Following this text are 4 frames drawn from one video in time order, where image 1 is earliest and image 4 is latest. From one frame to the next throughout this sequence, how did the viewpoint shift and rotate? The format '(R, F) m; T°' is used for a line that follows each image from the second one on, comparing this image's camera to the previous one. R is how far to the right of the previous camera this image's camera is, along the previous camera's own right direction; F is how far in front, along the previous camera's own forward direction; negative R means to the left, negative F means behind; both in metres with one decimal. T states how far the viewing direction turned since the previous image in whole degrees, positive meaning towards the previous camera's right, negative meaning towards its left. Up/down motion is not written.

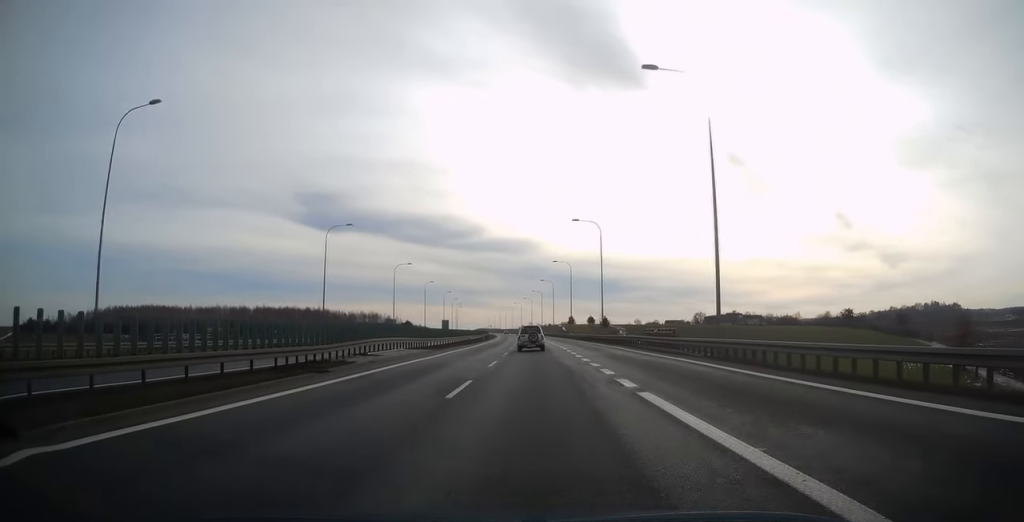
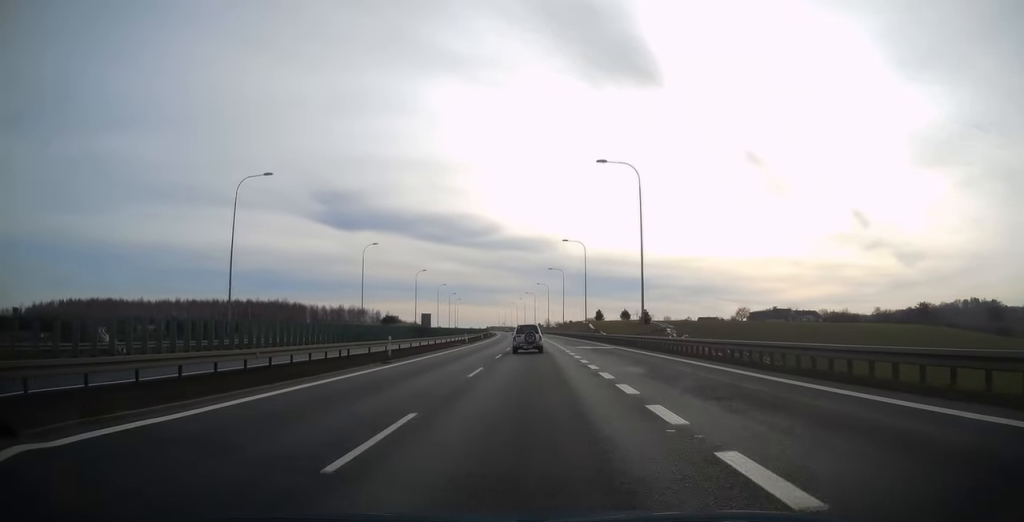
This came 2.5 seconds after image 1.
(-0.9, +66.1) m; -1°
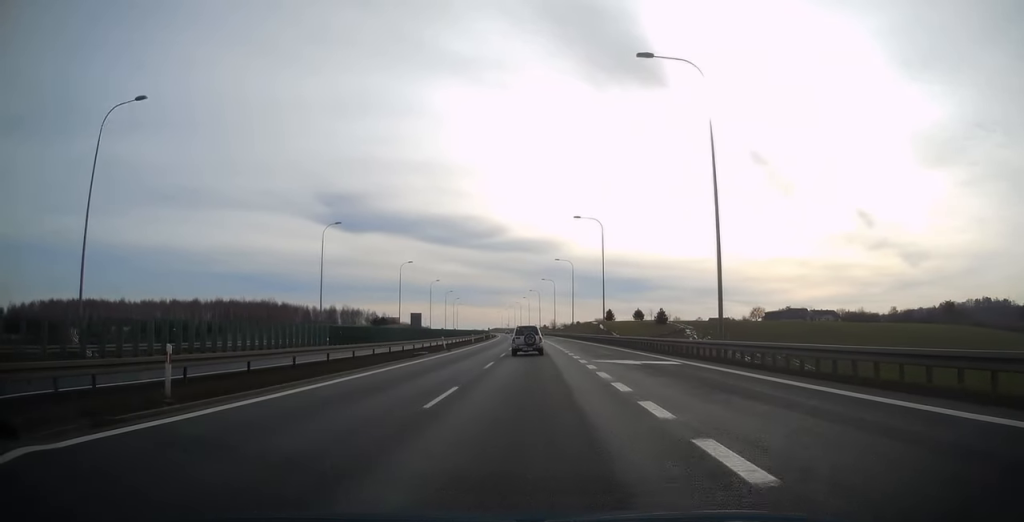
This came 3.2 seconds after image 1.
(0.0, +19.2) m; 0°
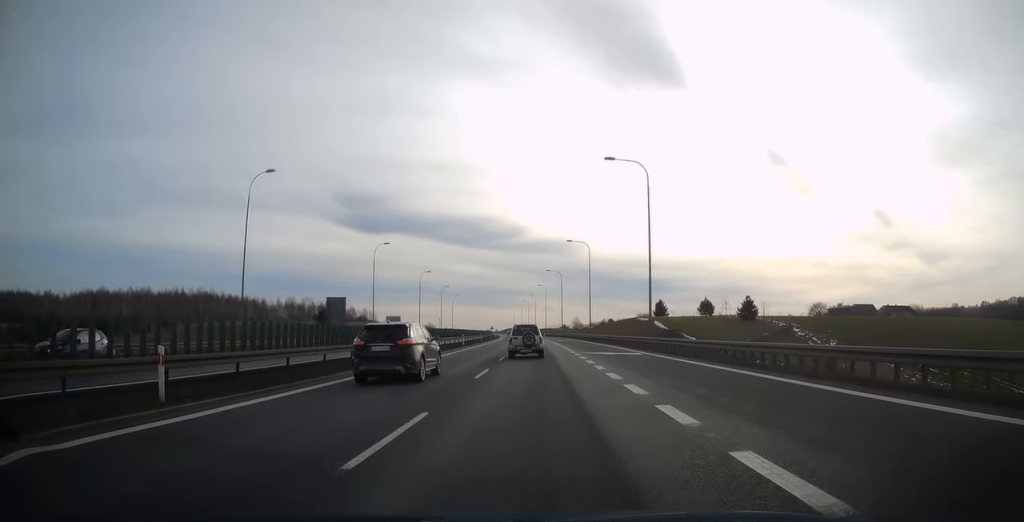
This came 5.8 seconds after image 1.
(-1.5, +65.5) m; -2°
